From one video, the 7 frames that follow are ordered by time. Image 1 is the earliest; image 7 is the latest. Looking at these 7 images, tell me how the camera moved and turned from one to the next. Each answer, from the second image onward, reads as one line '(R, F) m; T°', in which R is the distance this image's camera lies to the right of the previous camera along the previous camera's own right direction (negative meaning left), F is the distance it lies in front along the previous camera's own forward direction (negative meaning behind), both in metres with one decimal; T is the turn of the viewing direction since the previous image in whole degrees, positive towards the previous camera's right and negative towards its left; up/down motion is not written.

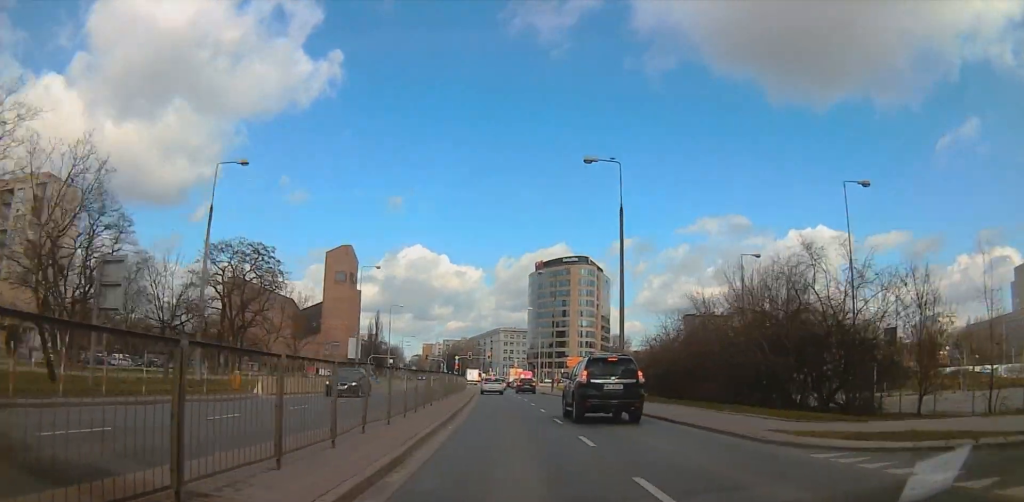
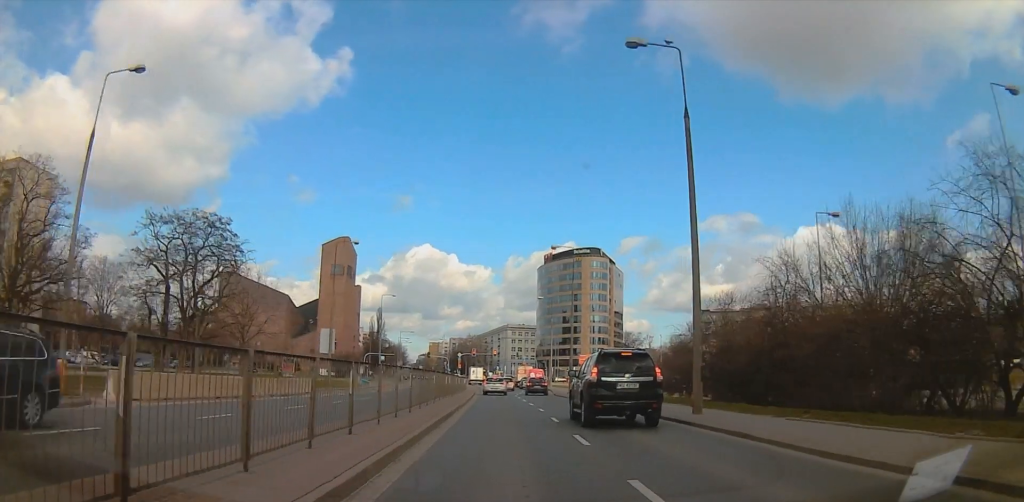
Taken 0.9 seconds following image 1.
(0.0, +14.2) m; -1°
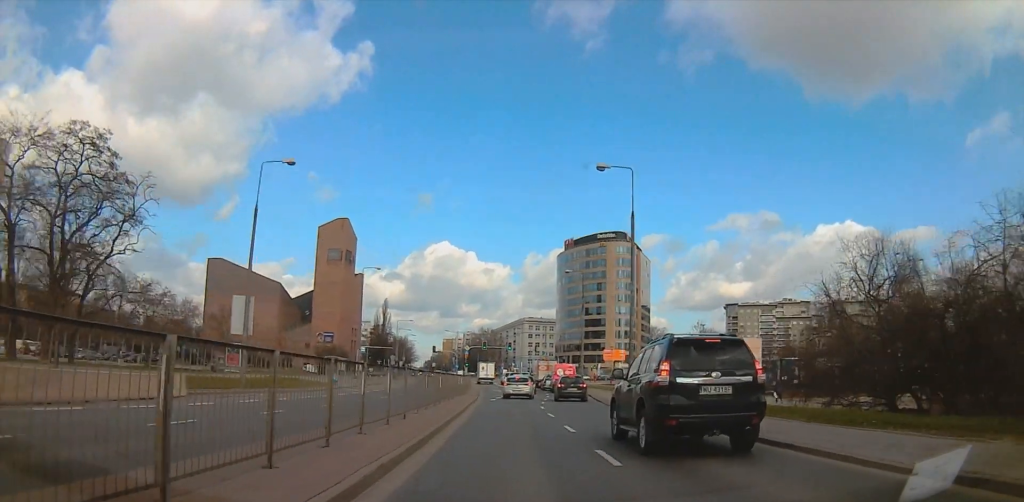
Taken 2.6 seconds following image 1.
(-0.5, +24.0) m; -2°
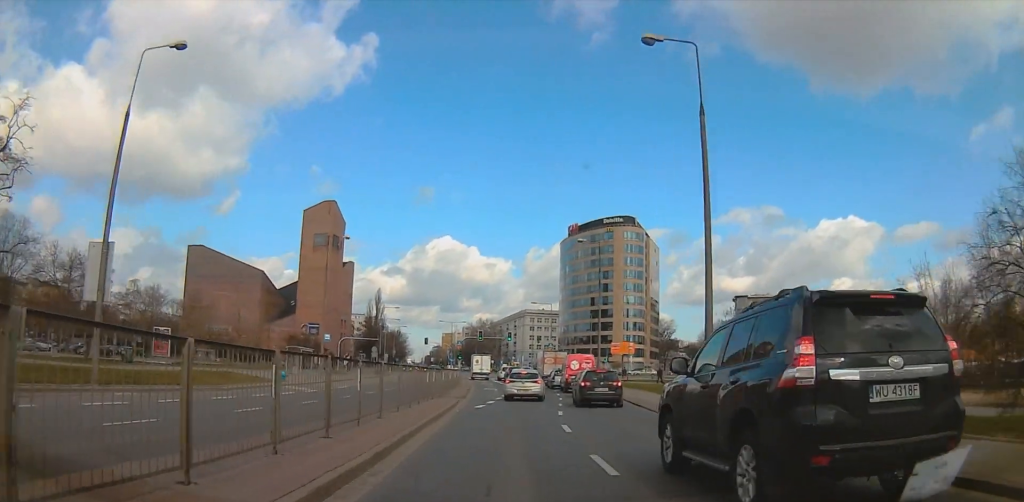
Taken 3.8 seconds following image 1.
(0.0, +17.0) m; 0°
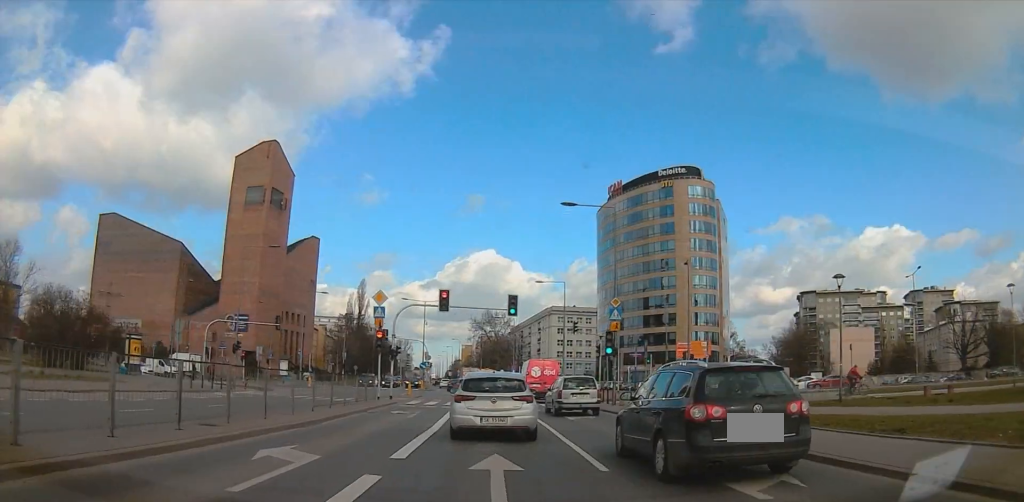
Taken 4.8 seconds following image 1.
(0.0, +14.7) m; 0°
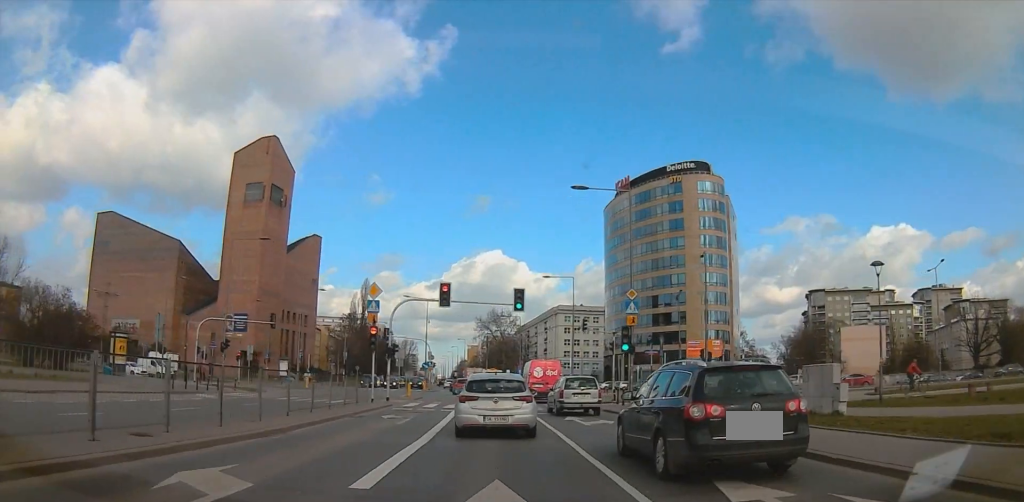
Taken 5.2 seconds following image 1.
(0.0, +5.5) m; 0°
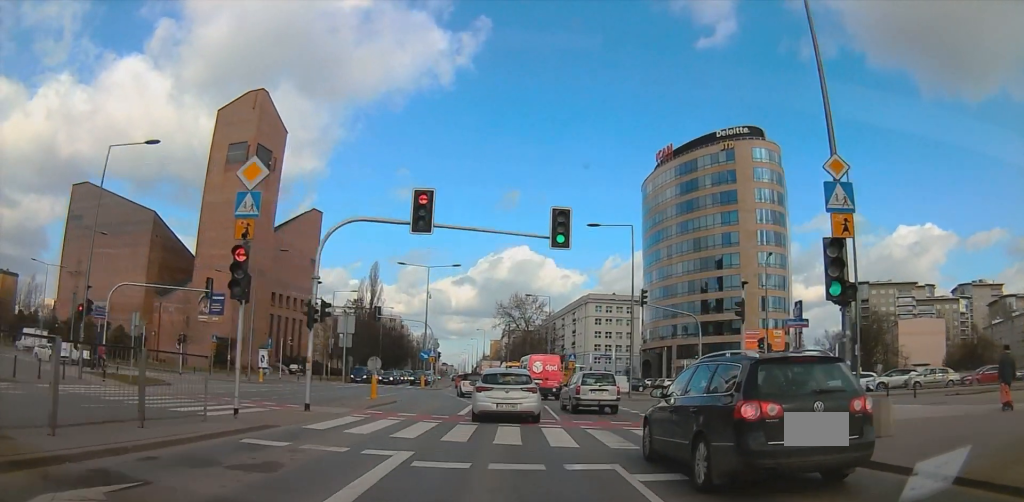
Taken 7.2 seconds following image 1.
(0.0, +26.8) m; 0°
